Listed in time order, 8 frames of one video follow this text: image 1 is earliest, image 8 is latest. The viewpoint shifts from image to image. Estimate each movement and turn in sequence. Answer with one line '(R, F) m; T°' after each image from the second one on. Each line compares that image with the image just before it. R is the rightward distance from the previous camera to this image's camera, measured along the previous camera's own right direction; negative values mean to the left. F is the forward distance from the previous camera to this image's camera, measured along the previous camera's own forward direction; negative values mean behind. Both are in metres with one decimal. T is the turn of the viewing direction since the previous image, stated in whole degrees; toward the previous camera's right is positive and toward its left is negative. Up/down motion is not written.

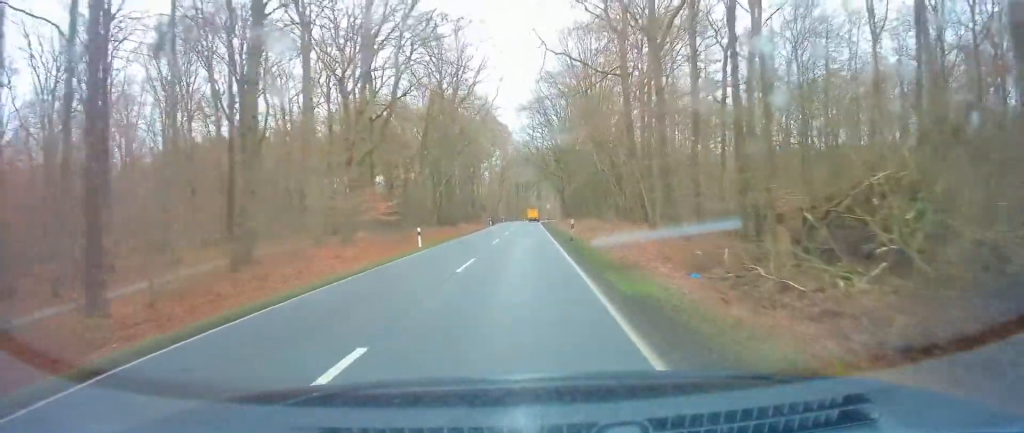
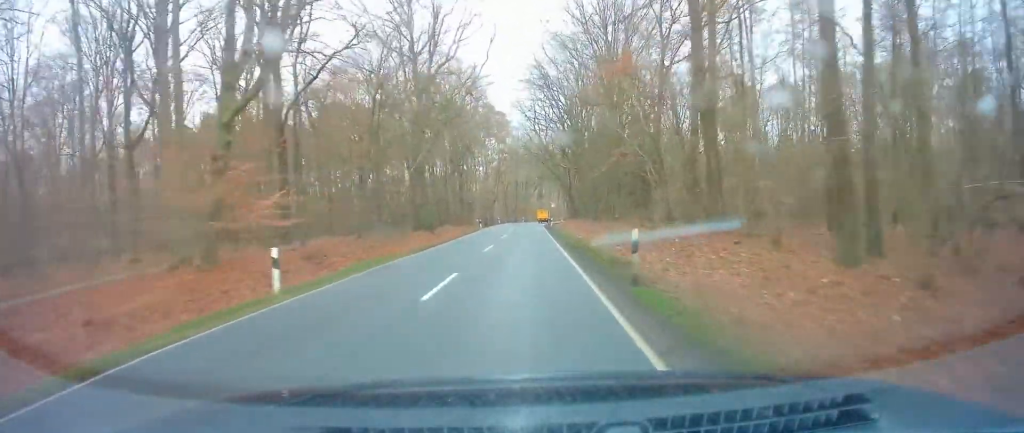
(-0.2, +16.0) m; 0°
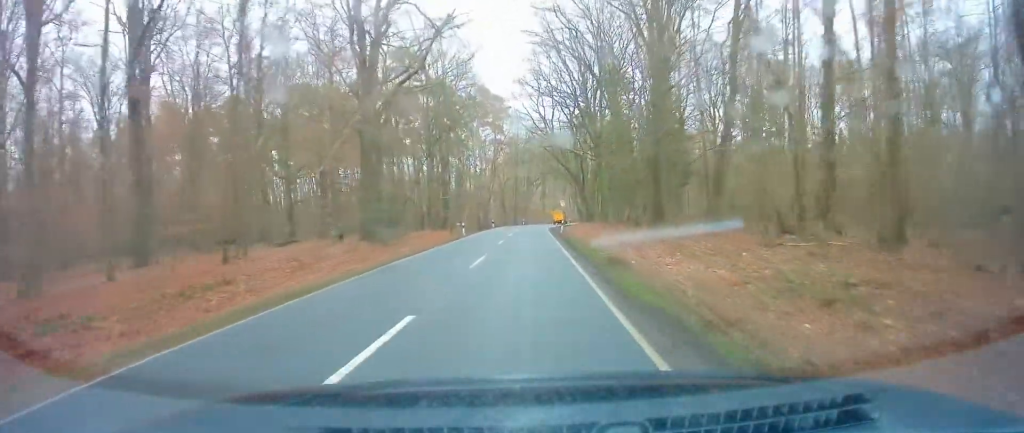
(-0.1, +17.2) m; 0°
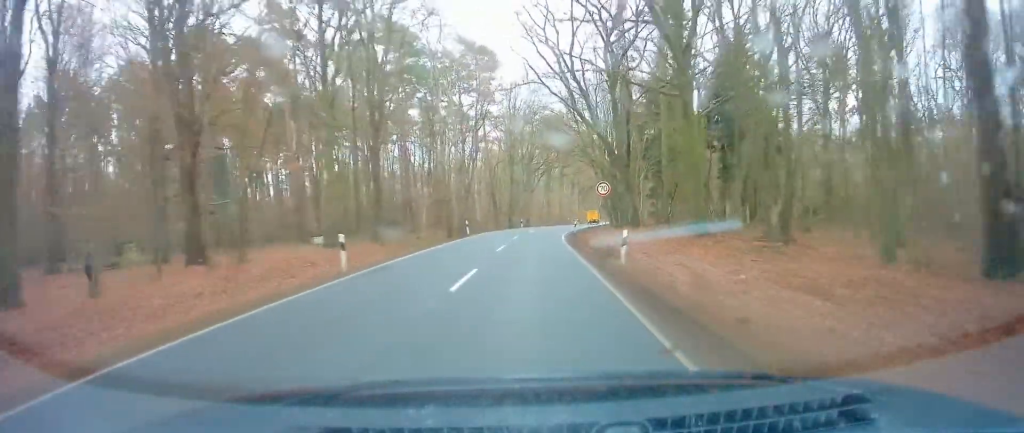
(+0.4, +29.6) m; +2°
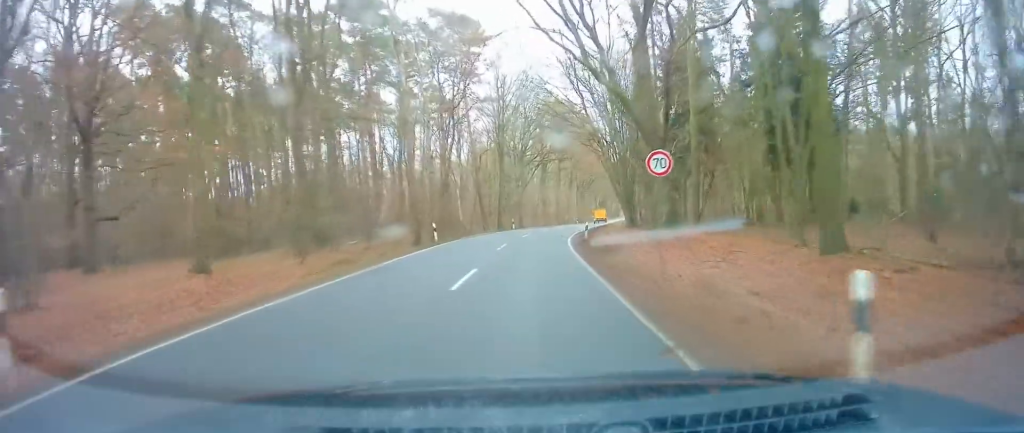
(+0.1, +11.9) m; +1°
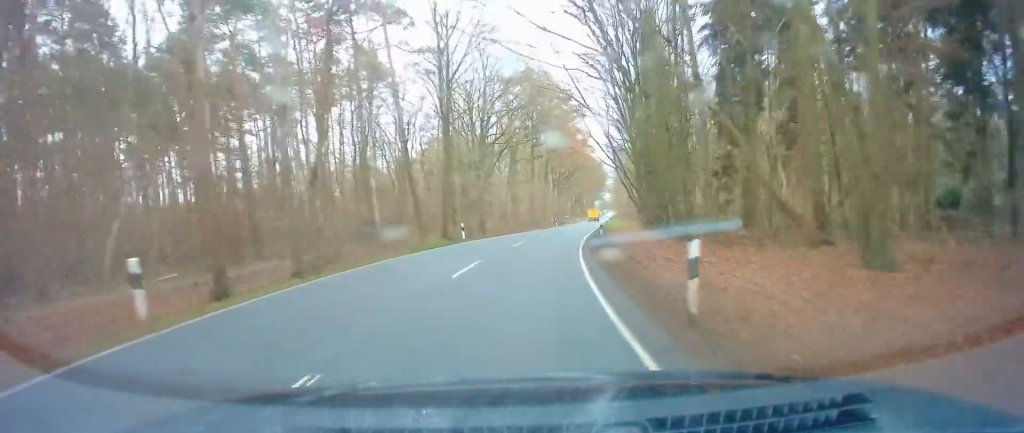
(+0.3, +22.8) m; +2°
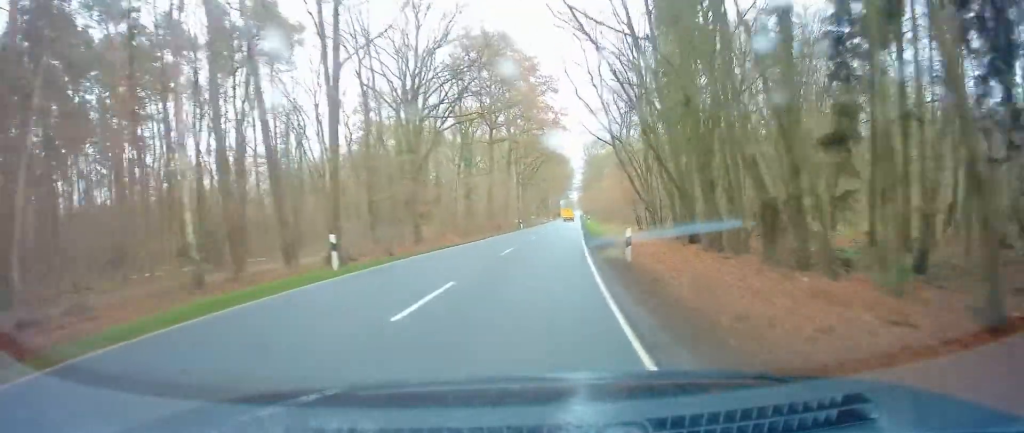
(+0.4, +17.9) m; +3°
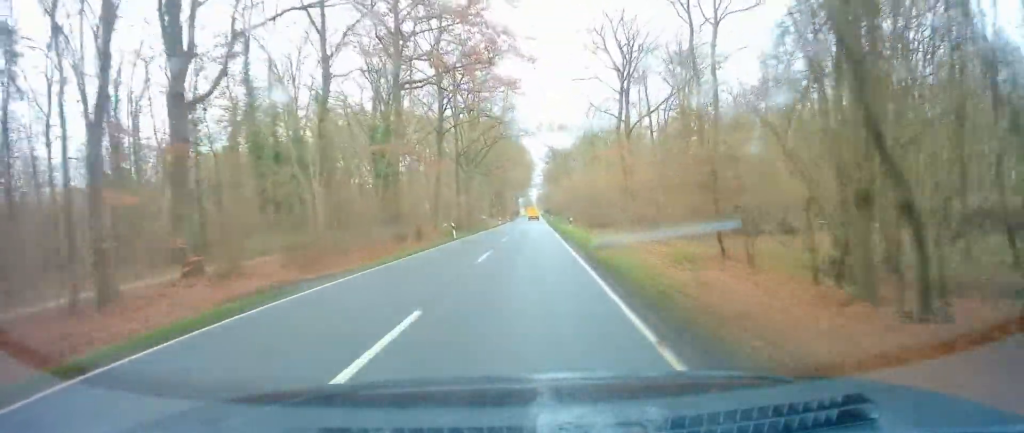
(+1.2, +28.6) m; +4°
